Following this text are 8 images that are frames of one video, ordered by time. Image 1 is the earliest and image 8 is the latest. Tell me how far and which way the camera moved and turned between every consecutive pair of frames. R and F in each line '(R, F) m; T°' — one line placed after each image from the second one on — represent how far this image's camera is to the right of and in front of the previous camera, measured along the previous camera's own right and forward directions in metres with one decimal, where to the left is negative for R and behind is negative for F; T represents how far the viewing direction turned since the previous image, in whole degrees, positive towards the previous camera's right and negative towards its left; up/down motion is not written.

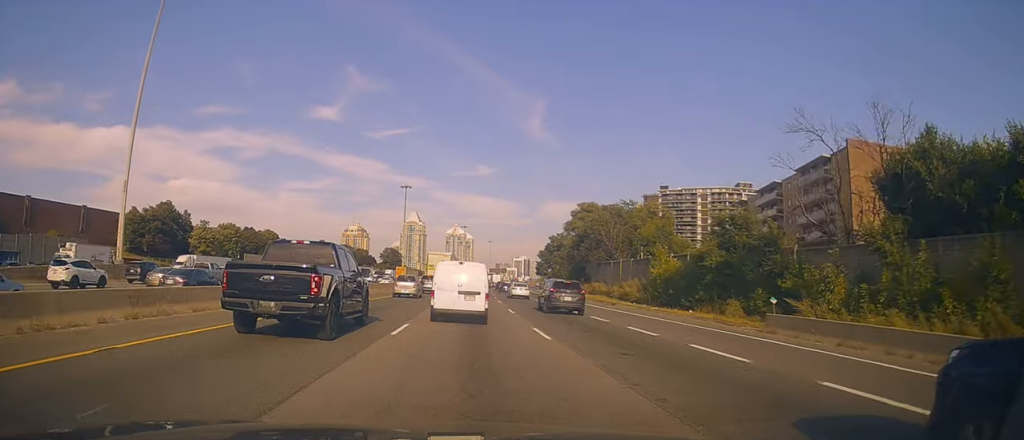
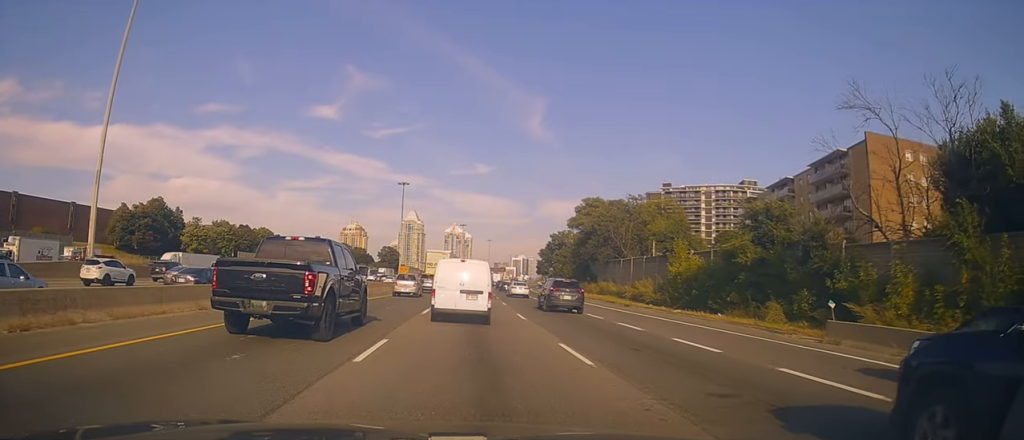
(-0.5, +4.3) m; 0°
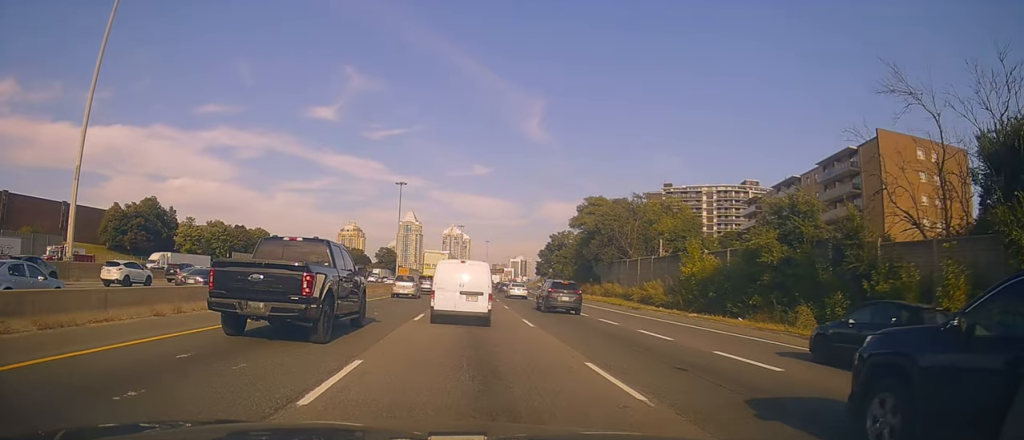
(-0.4, +3.0) m; 0°
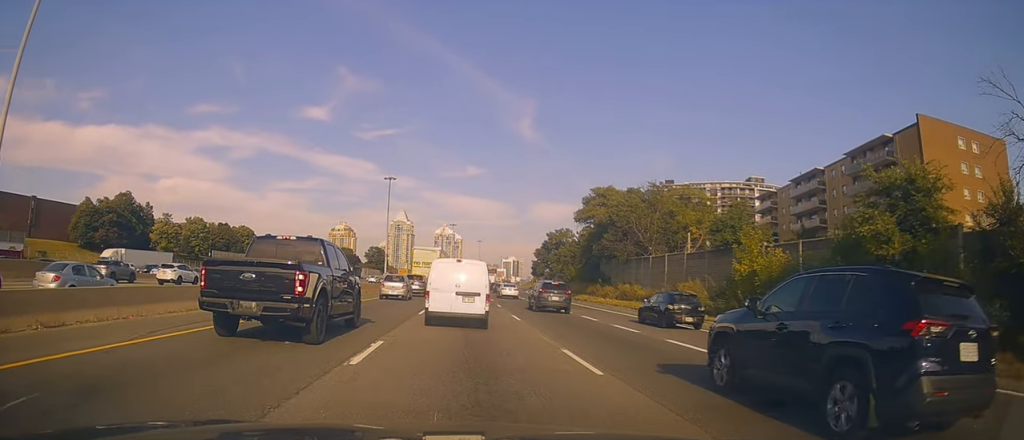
(+0.7, +10.2) m; 0°
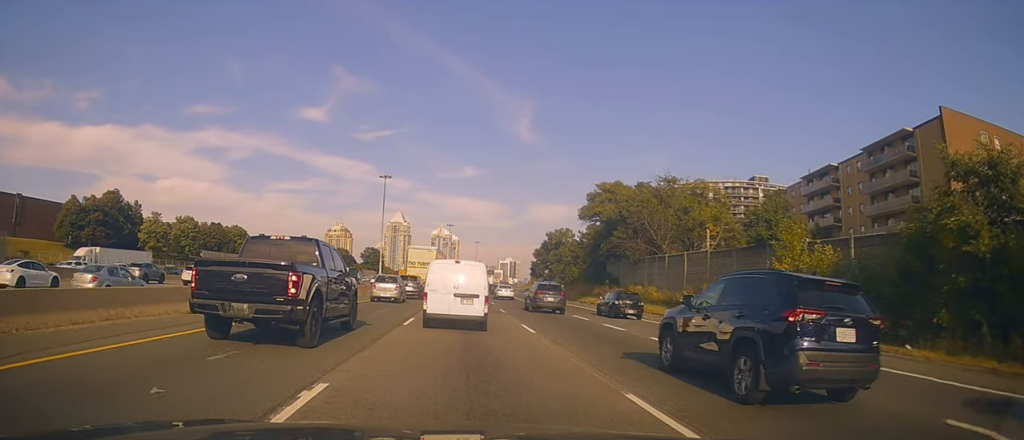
(-0.2, +5.1) m; -2°
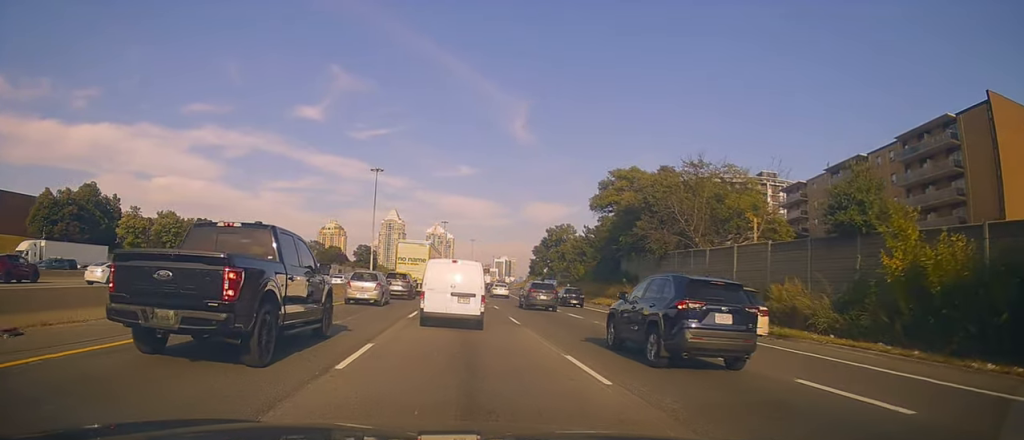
(-0.2, +8.8) m; +3°
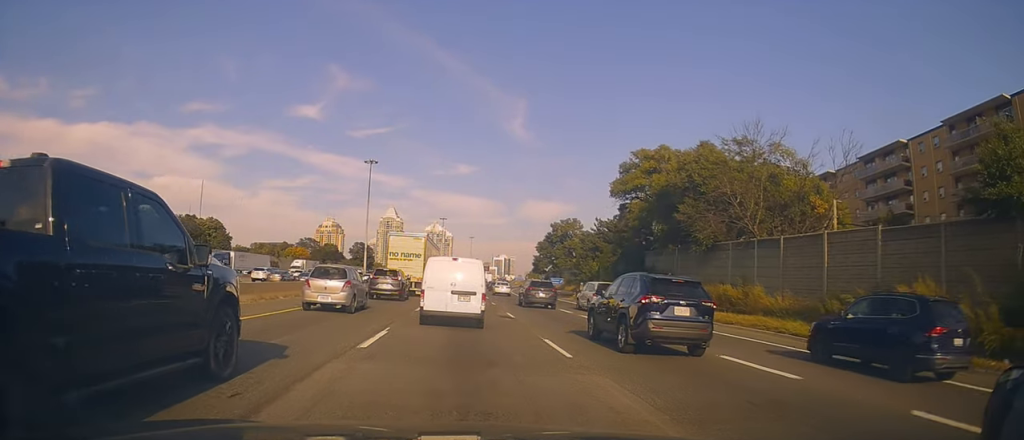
(+0.6, +8.5) m; +1°
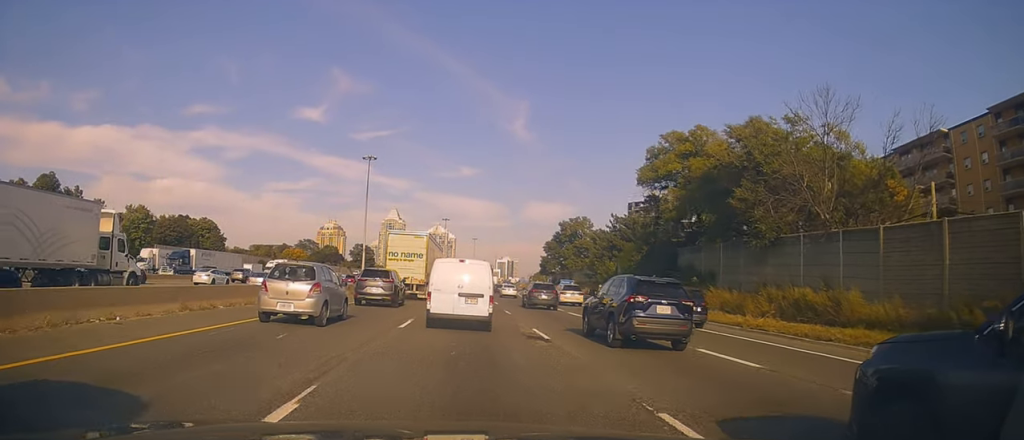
(-0.1, +7.6) m; 0°
